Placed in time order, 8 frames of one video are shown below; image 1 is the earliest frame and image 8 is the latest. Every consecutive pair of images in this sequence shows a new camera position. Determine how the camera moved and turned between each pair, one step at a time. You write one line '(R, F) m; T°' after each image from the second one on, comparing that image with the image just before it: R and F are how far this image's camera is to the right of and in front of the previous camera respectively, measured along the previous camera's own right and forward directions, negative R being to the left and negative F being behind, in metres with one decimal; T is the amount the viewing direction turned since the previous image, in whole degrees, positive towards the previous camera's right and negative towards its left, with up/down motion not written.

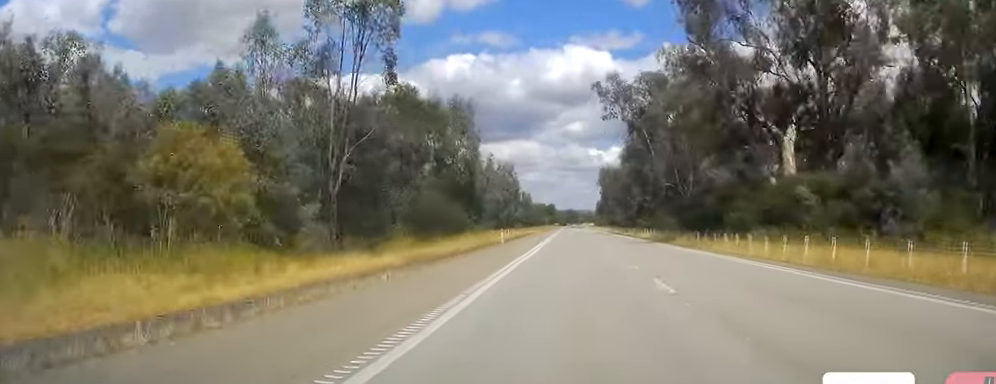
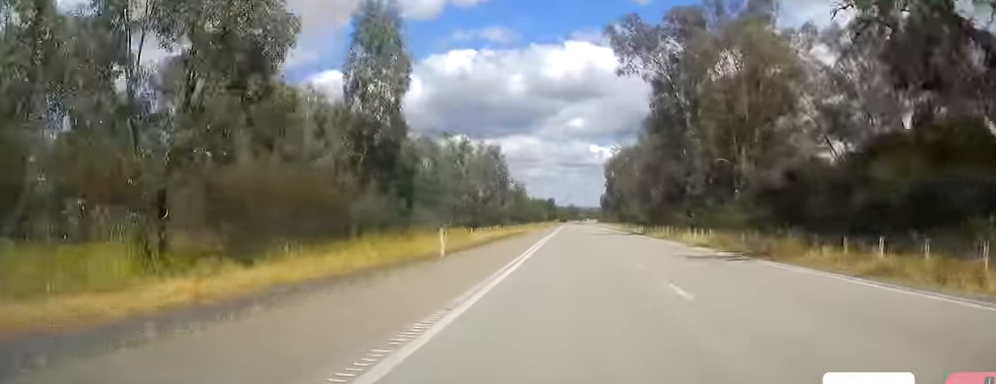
(0.0, +25.9) m; 0°
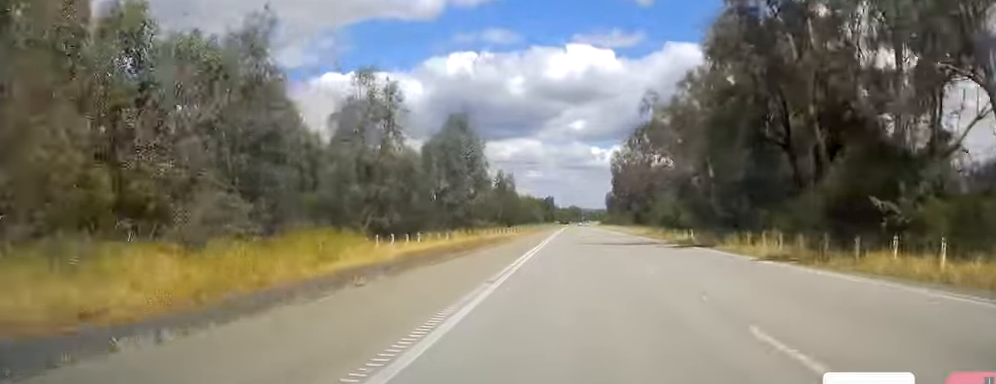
(0.0, +30.7) m; 0°
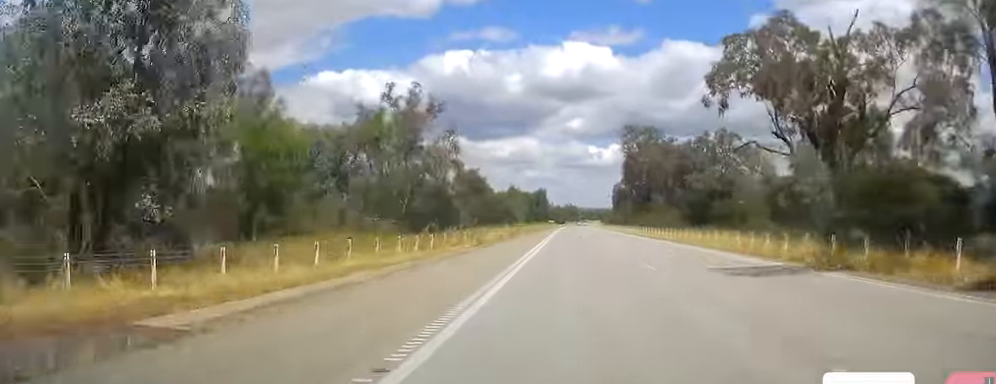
(-0.5, +50.8) m; -1°
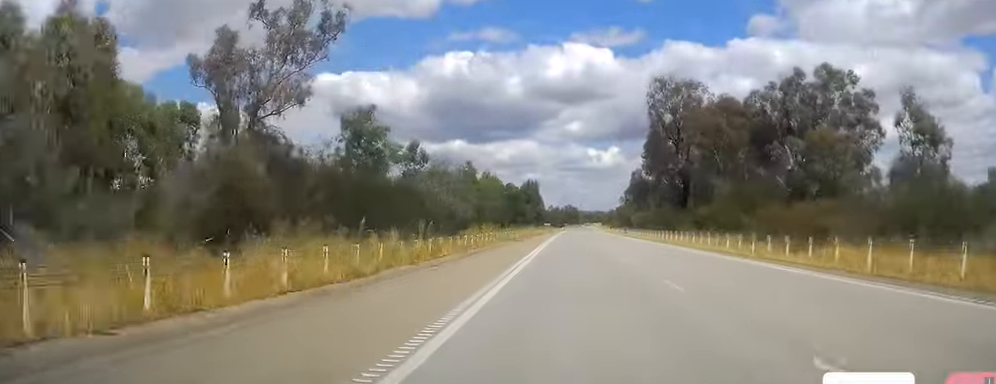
(+1.1, +48.0) m; +2°
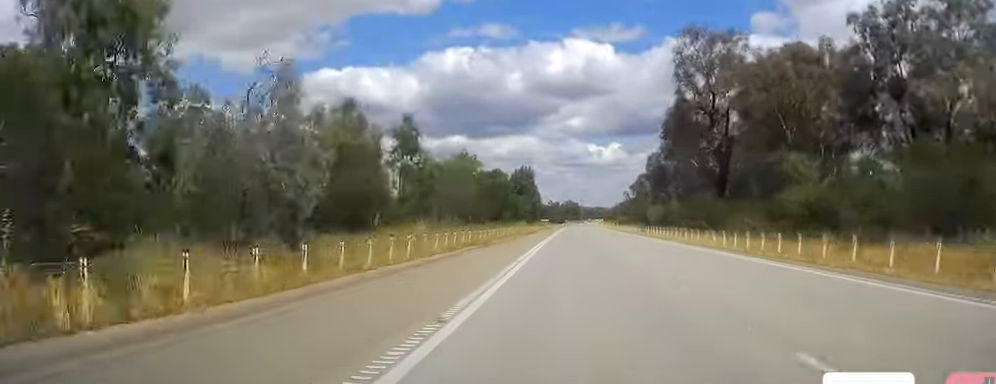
(-0.5, +24.0) m; -1°
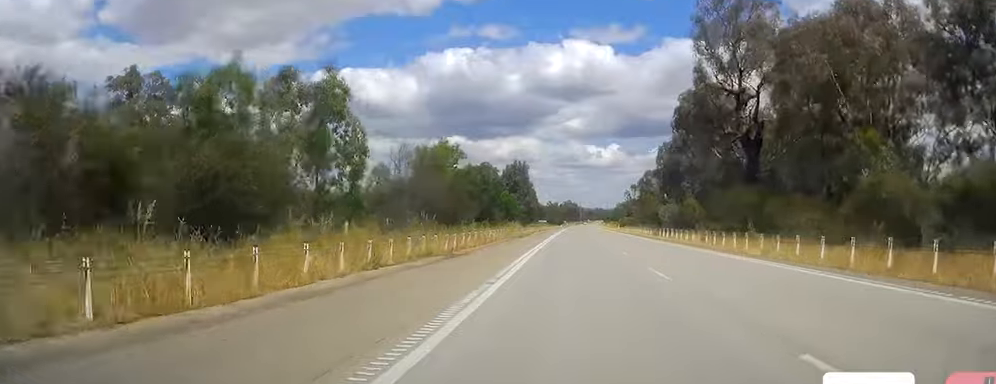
(0.0, +12.4) m; 0°
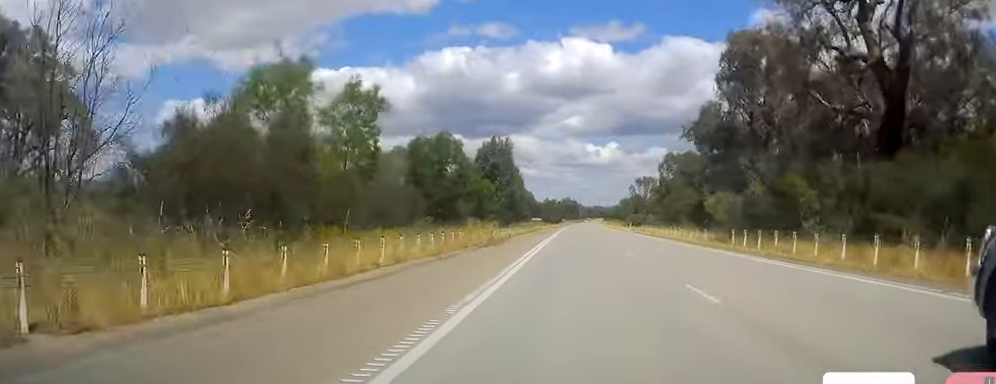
(0.0, +28.7) m; 0°
